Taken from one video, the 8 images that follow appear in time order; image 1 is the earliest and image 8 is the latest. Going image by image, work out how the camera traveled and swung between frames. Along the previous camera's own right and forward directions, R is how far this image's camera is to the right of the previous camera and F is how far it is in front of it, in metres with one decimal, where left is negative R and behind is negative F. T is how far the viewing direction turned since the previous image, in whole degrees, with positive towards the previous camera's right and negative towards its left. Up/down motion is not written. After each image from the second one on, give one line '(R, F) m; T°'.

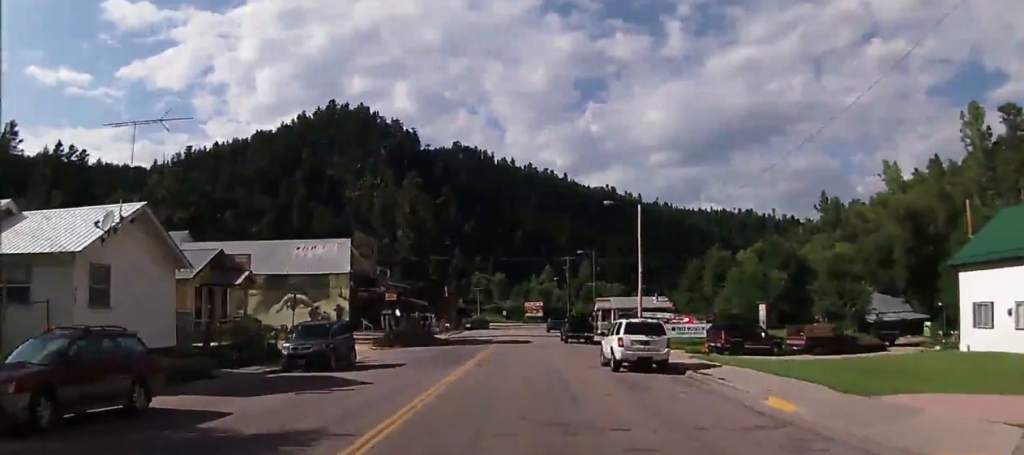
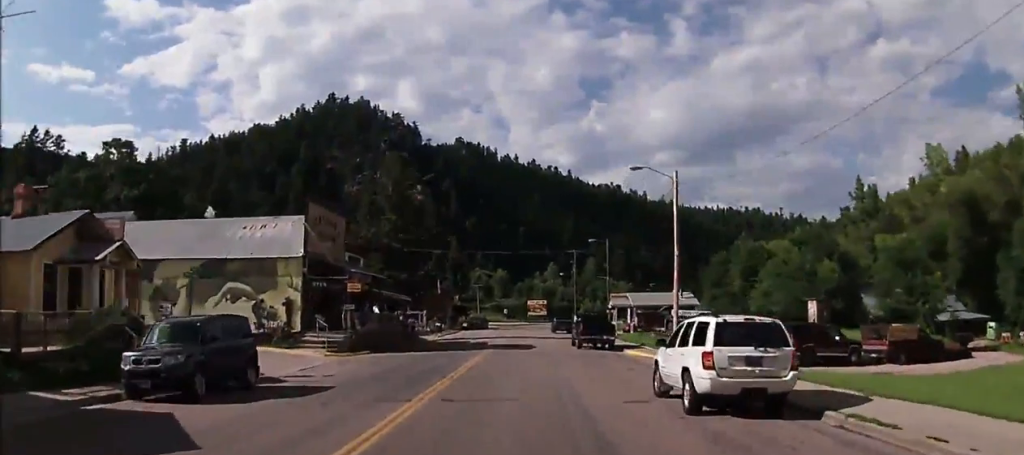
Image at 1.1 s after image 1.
(-0.1, +10.4) m; -1°
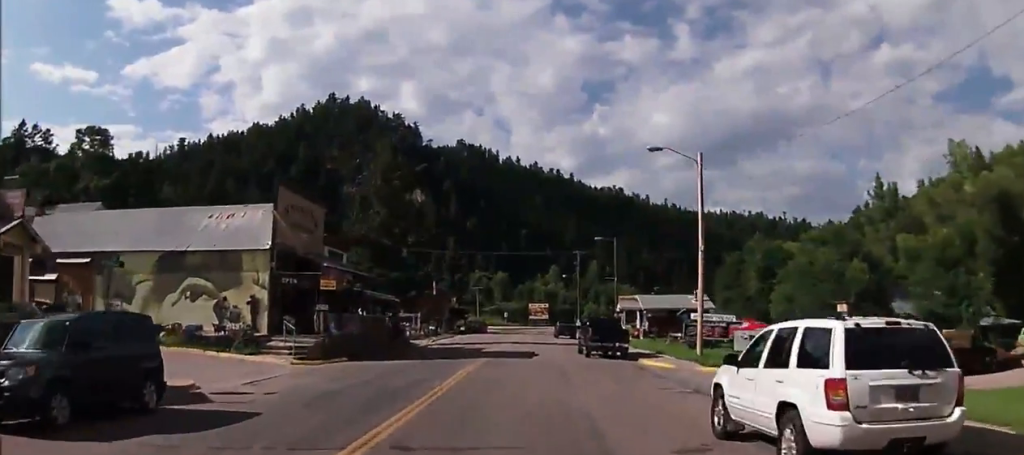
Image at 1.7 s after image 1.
(0.0, +4.9) m; 0°
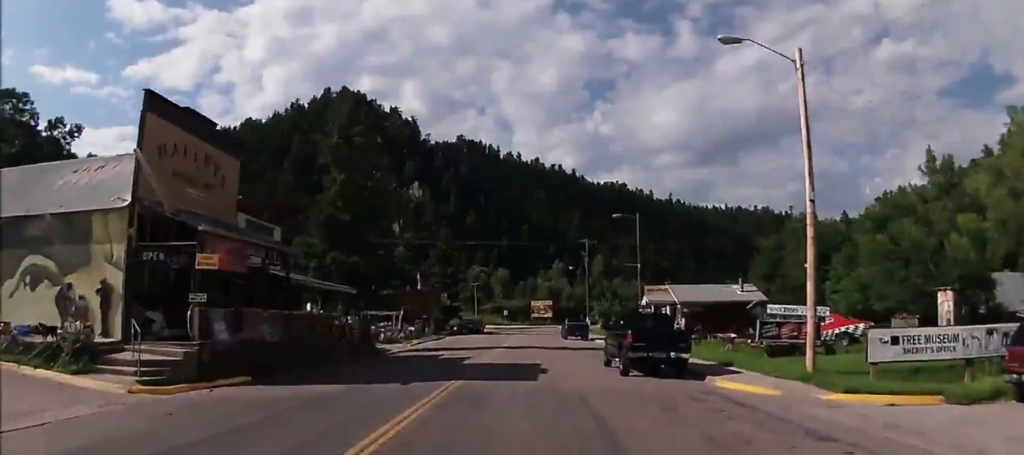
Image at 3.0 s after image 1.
(0.0, +12.3) m; -1°
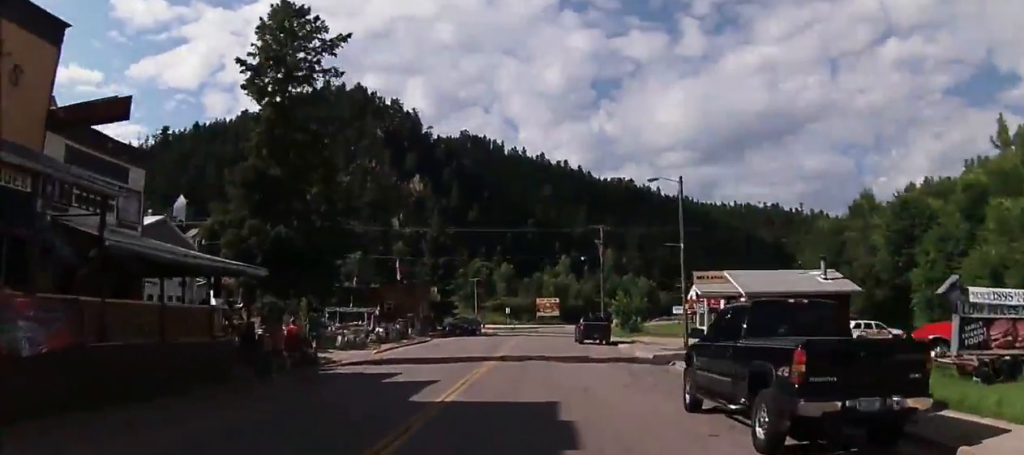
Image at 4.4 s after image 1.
(-0.1, +12.4) m; 0°
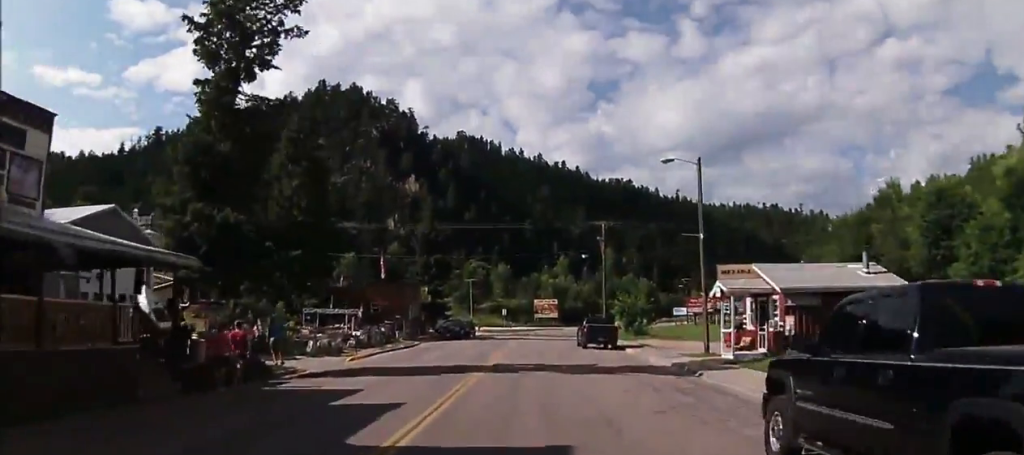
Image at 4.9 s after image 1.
(+0.1, +4.7) m; 0°
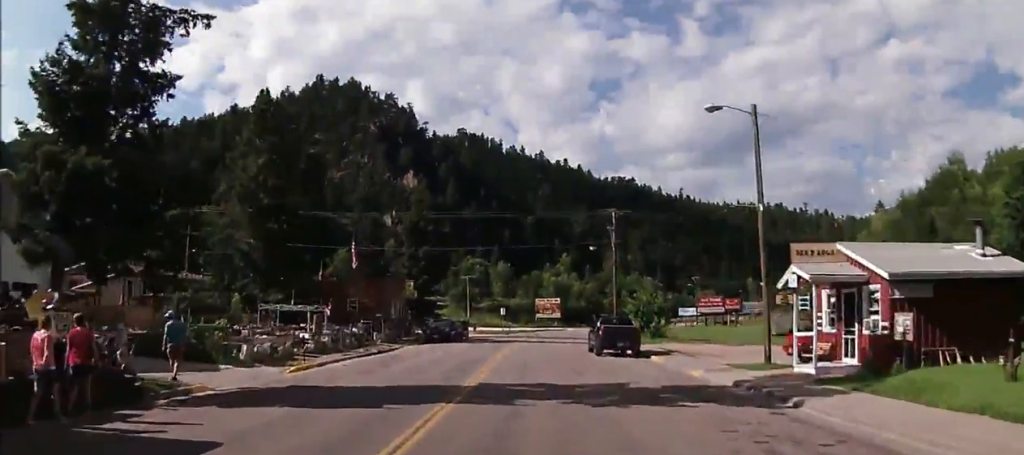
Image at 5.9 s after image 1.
(0.0, +8.2) m; +2°
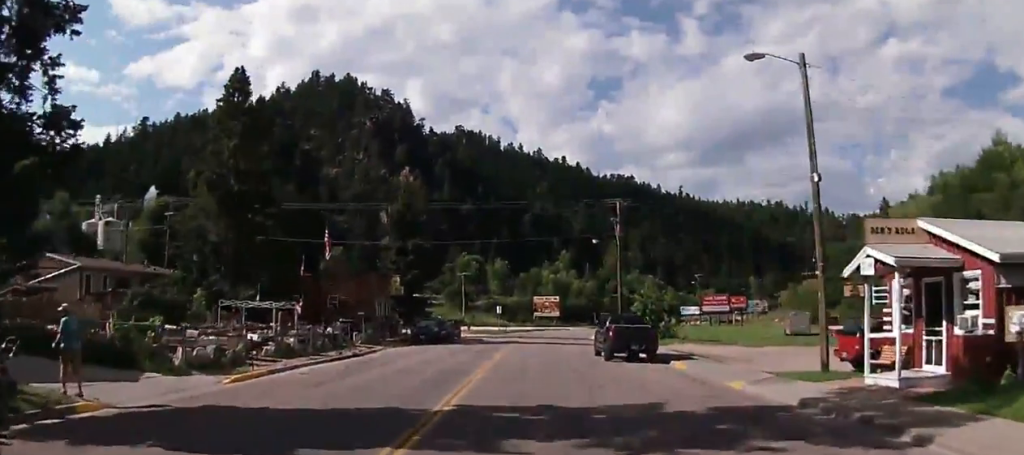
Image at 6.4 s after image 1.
(0.0, +5.0) m; +1°
